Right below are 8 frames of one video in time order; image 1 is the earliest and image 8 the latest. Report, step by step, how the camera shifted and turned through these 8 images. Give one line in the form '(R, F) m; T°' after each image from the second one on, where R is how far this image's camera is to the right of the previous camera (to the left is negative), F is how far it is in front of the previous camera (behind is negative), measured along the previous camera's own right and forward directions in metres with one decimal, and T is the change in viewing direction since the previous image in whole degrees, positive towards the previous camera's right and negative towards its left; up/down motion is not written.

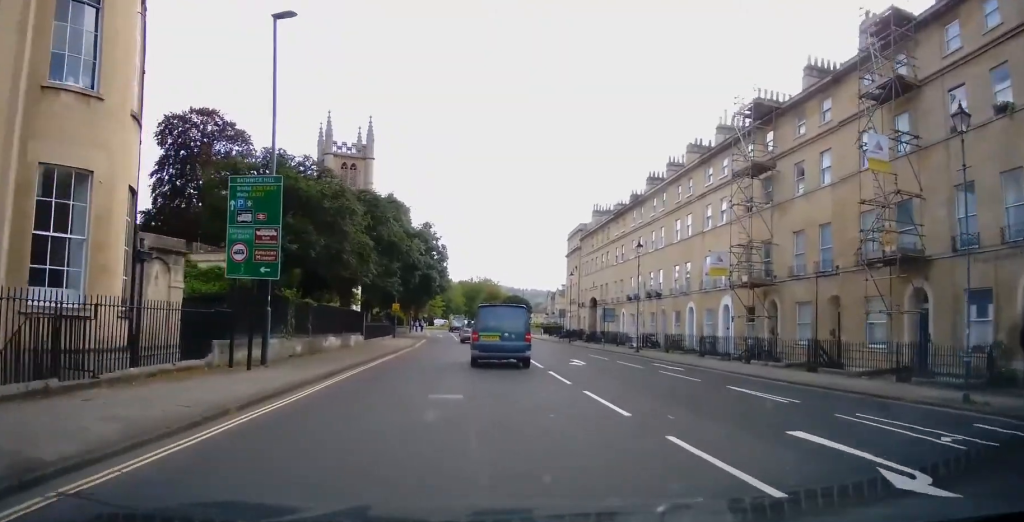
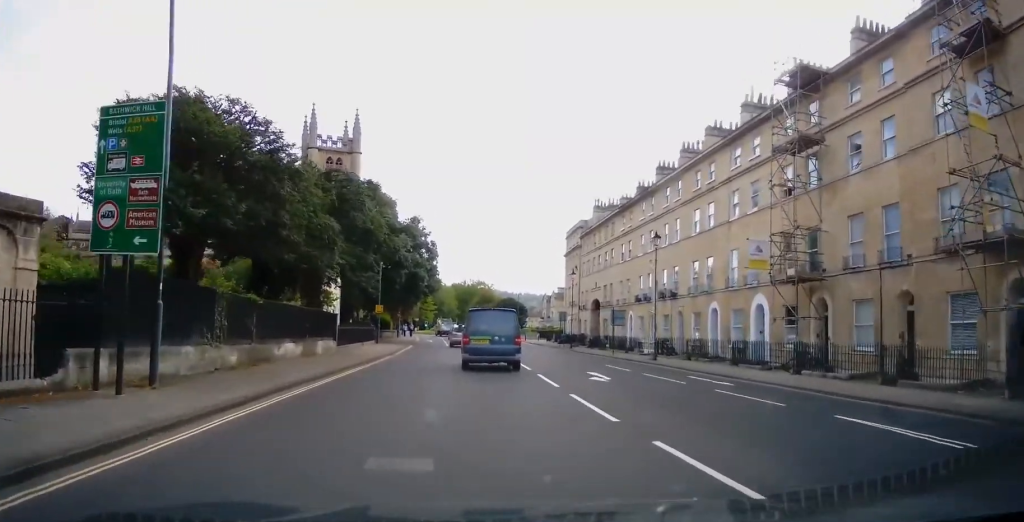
(+0.4, +5.7) m; +3°
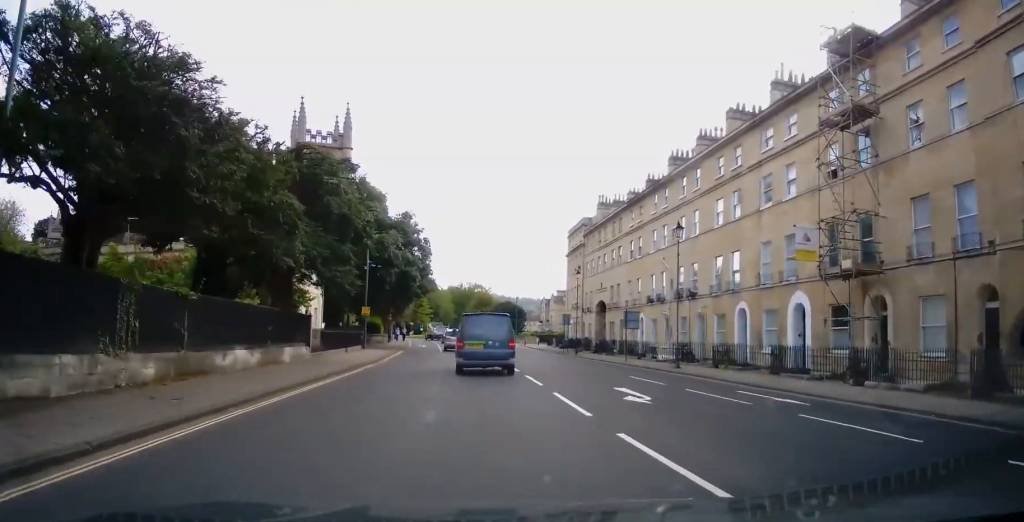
(+0.1, +4.3) m; +1°
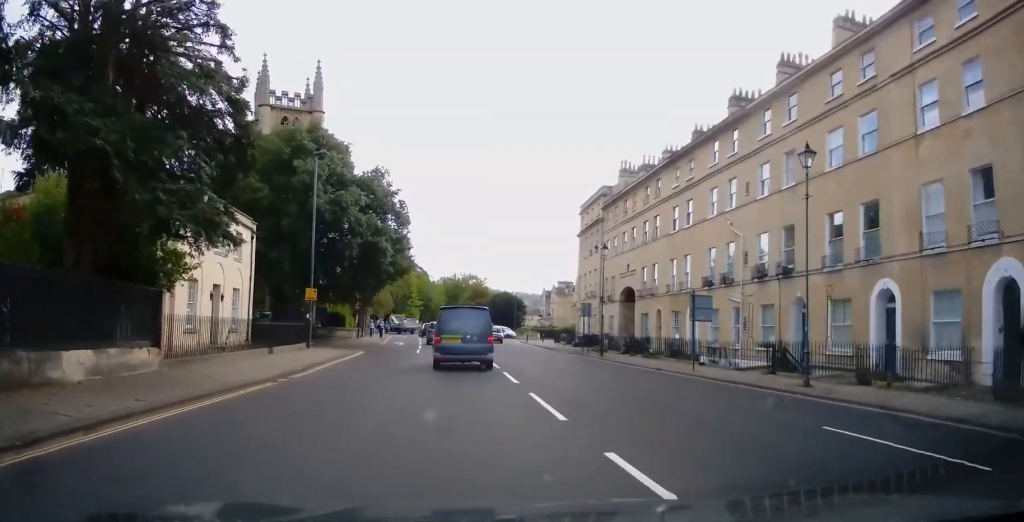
(-0.3, +13.0) m; -3°
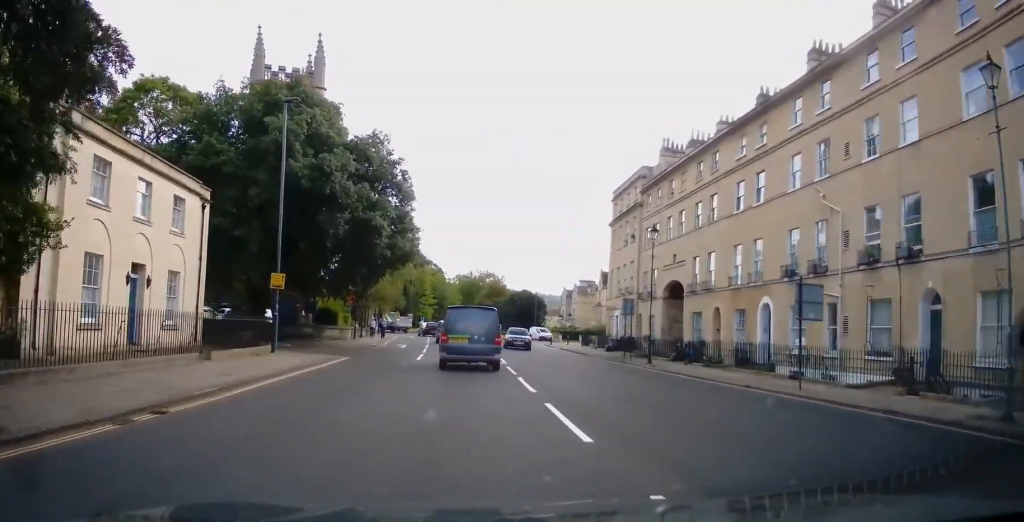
(-0.1, +7.9) m; -1°
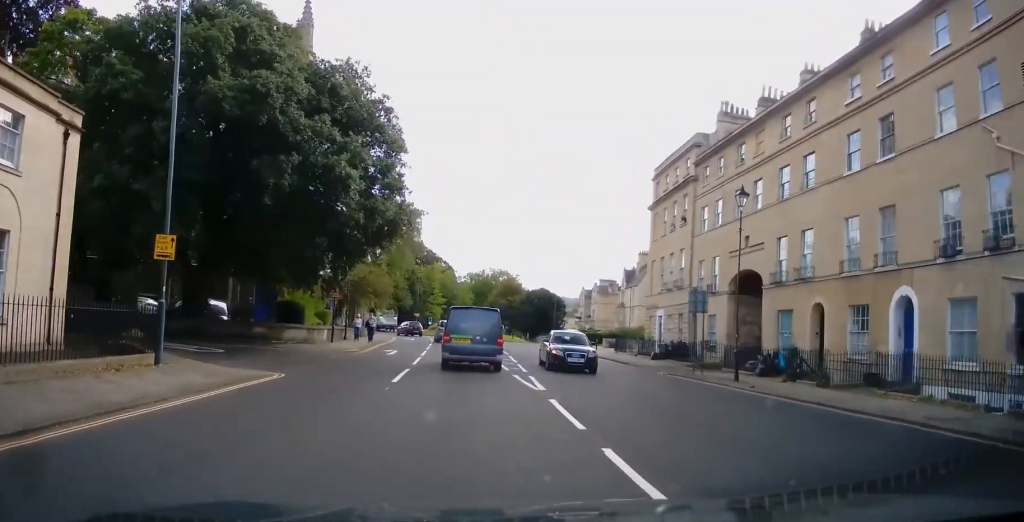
(0.0, +10.6) m; 0°
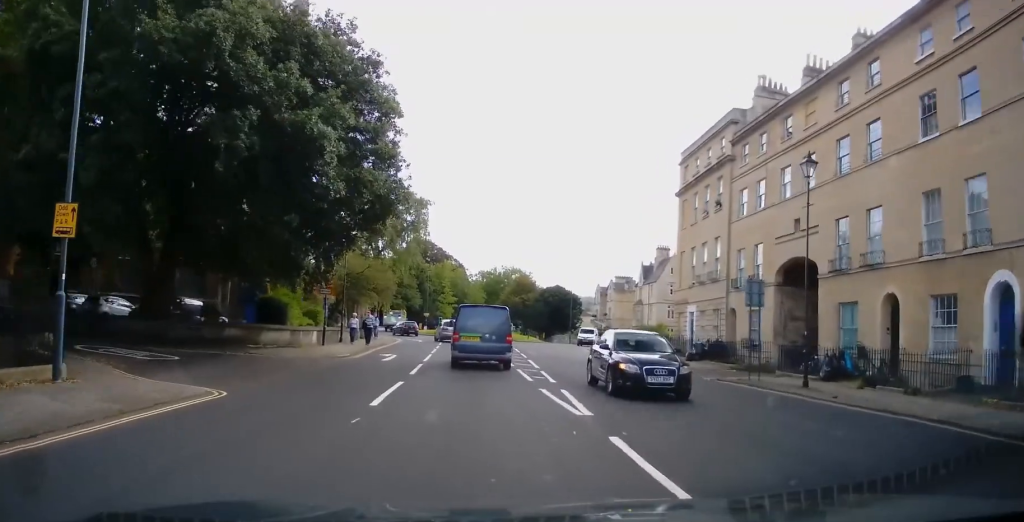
(0.0, +4.5) m; 0°
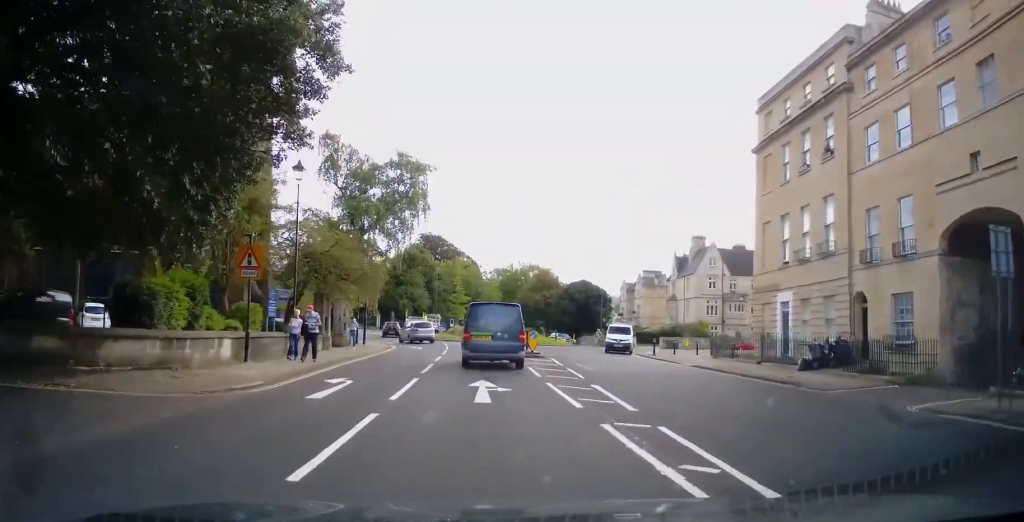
(-0.2, +12.1) m; -3°
